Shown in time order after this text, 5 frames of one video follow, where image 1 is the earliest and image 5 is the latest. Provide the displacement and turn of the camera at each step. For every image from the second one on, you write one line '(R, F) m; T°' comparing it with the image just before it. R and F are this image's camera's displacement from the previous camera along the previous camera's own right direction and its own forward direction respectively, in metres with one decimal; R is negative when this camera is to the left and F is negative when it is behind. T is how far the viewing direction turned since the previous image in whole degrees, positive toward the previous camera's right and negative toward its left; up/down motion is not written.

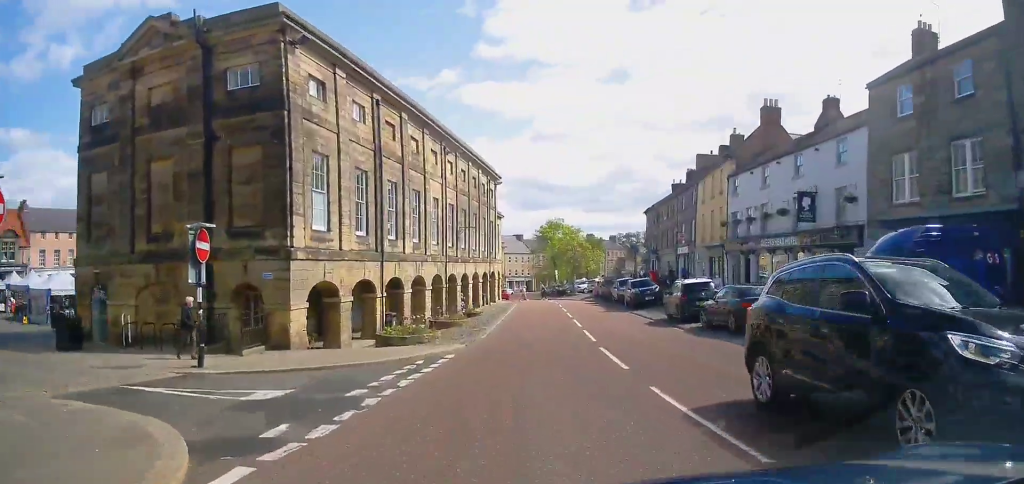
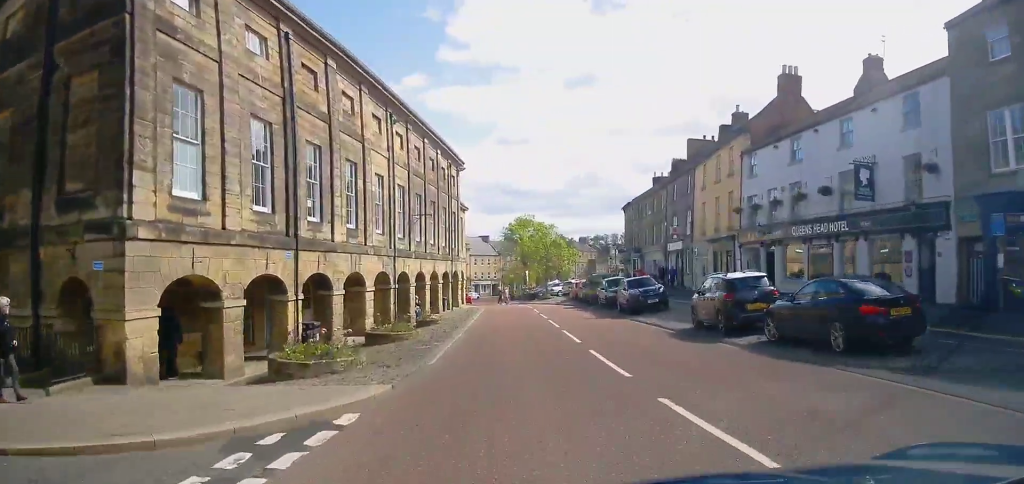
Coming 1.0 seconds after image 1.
(0.0, +7.2) m; 0°
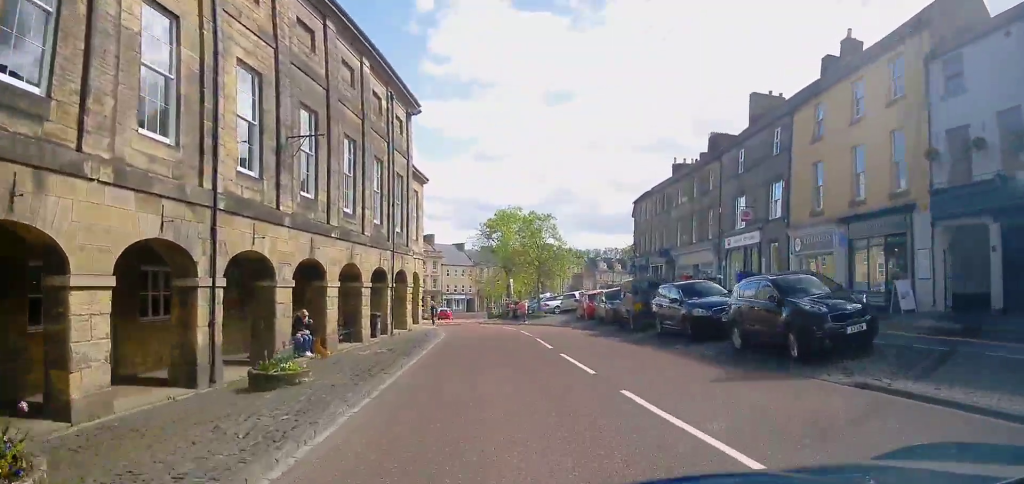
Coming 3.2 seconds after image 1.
(+0.2, +17.1) m; +2°
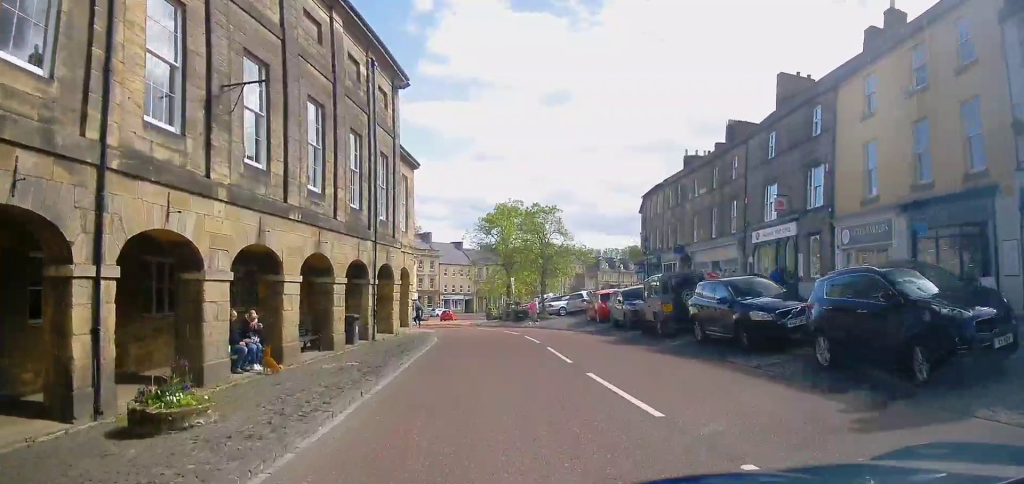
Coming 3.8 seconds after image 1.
(-0.1, +4.1) m; +2°
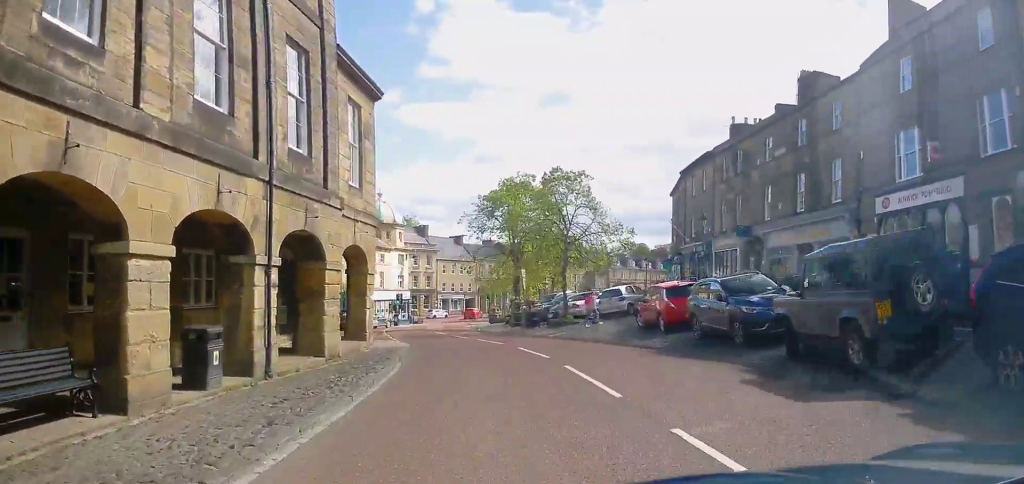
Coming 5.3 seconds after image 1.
(+0.4, +10.8) m; +1°
